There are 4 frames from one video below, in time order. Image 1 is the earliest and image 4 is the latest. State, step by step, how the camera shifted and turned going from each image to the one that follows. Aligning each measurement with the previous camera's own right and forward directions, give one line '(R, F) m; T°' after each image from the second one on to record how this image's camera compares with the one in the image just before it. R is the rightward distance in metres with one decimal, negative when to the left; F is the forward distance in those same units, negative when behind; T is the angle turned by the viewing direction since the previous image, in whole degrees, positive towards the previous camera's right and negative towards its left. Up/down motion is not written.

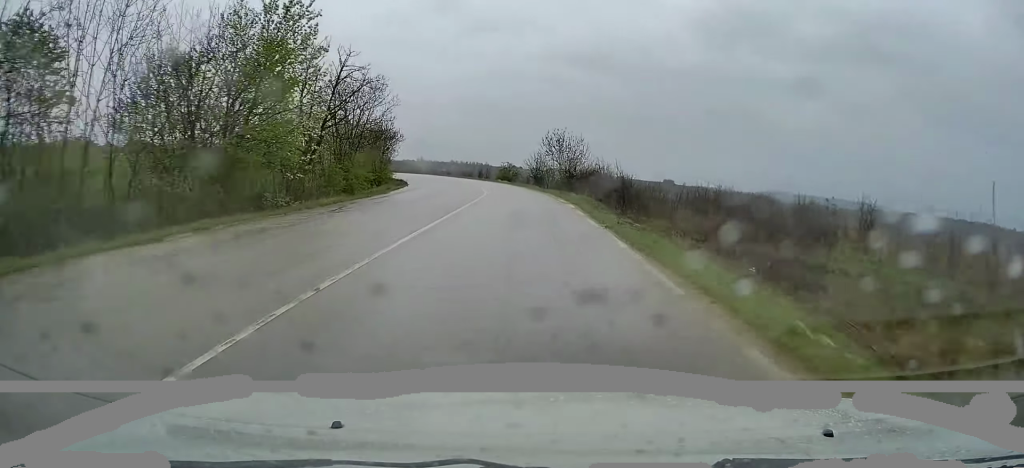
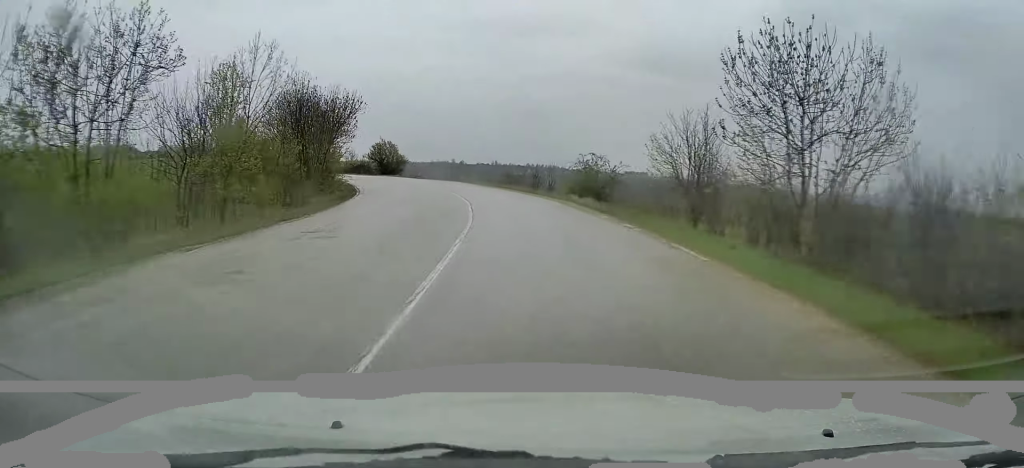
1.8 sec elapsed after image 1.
(-2.0, +37.7) m; -6°
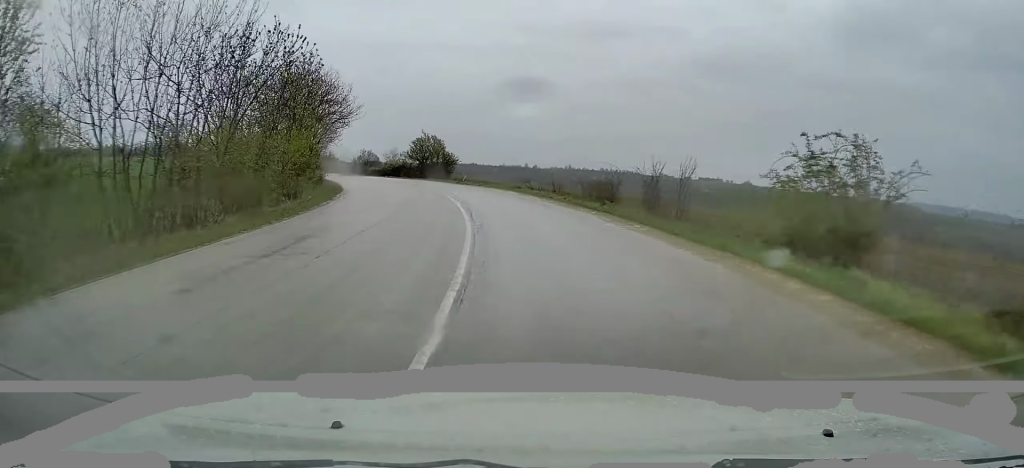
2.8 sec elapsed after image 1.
(-0.7, +19.1) m; -6°
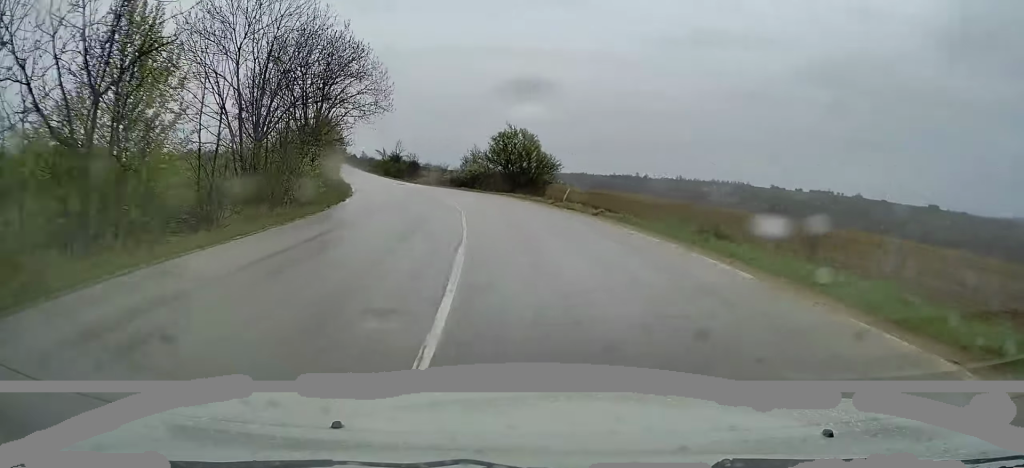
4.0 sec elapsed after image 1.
(-1.8, +22.5) m; -10°
